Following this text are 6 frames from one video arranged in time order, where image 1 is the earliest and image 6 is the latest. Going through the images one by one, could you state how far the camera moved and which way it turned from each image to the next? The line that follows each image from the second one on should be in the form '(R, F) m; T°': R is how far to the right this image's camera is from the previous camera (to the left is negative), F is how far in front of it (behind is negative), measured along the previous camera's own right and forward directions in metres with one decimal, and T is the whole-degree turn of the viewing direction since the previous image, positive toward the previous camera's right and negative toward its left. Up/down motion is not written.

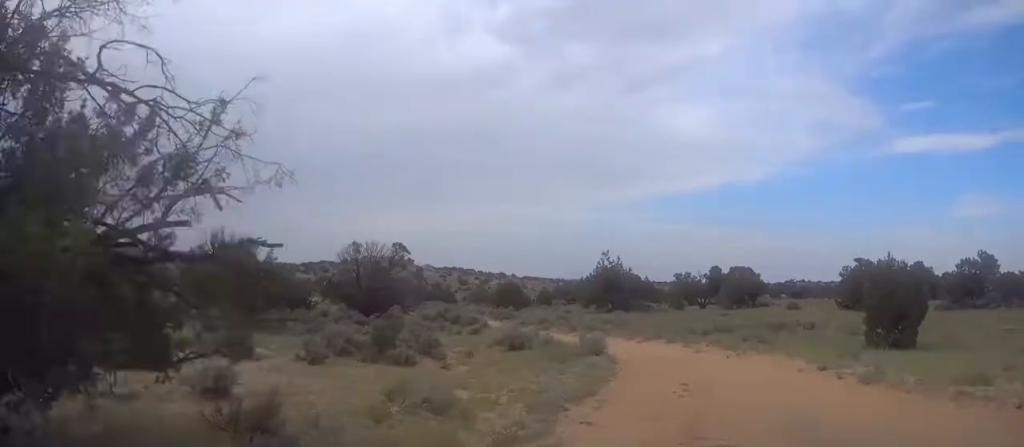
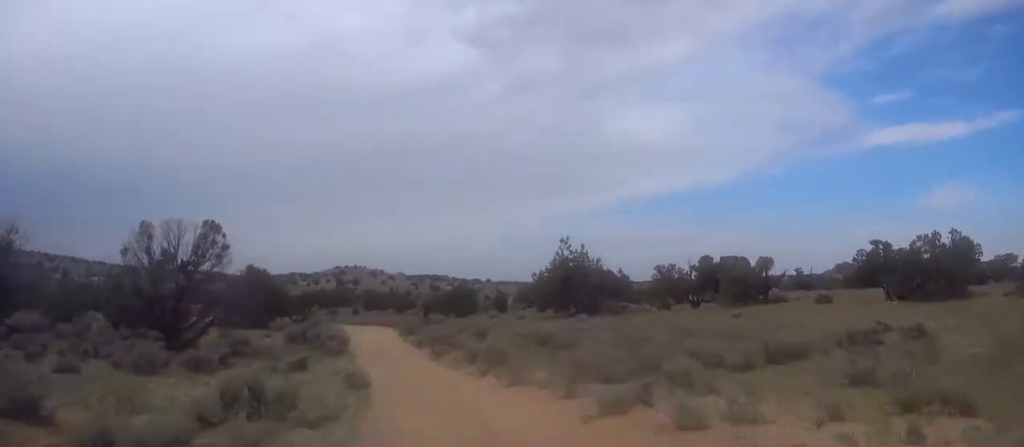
(+2.3, +20.5) m; -1°
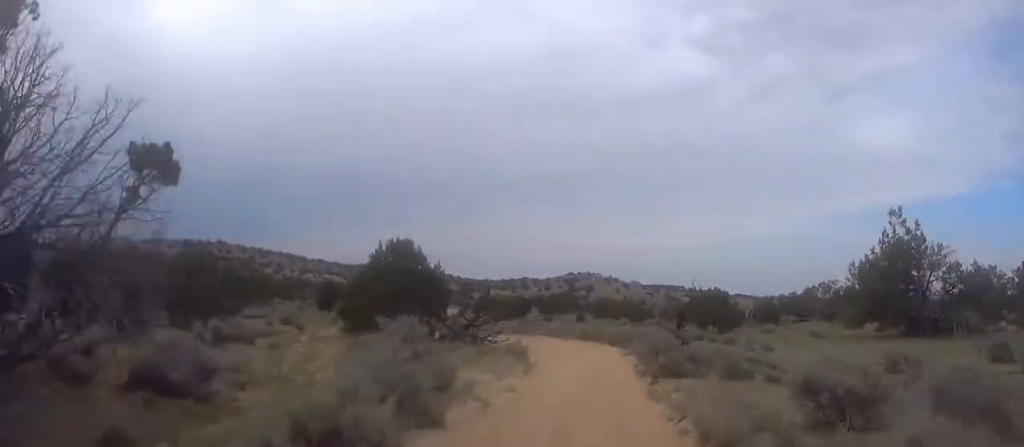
(-3.6, +22.5) m; -14°
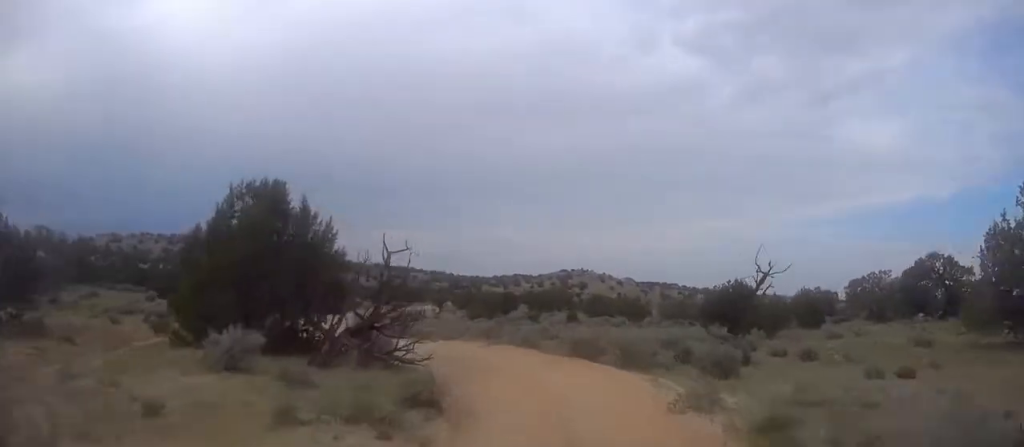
(-0.4, +14.1) m; -6°
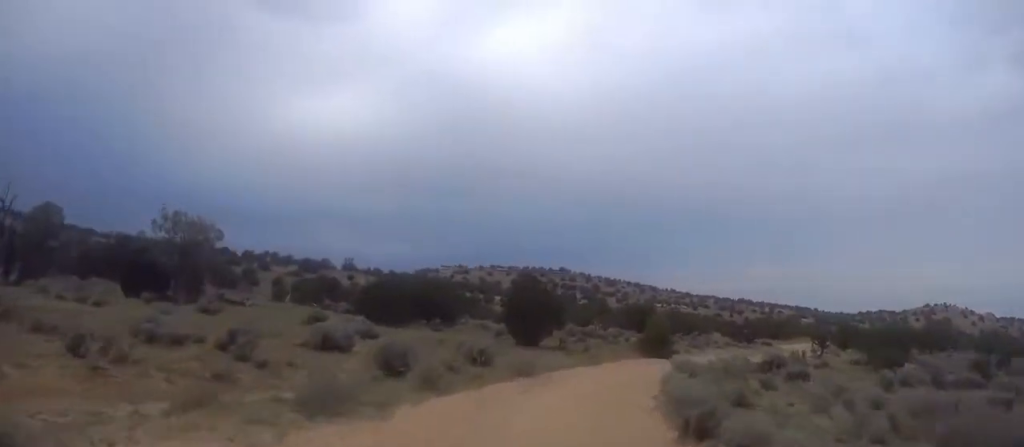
(-3.4, +26.8) m; -13°
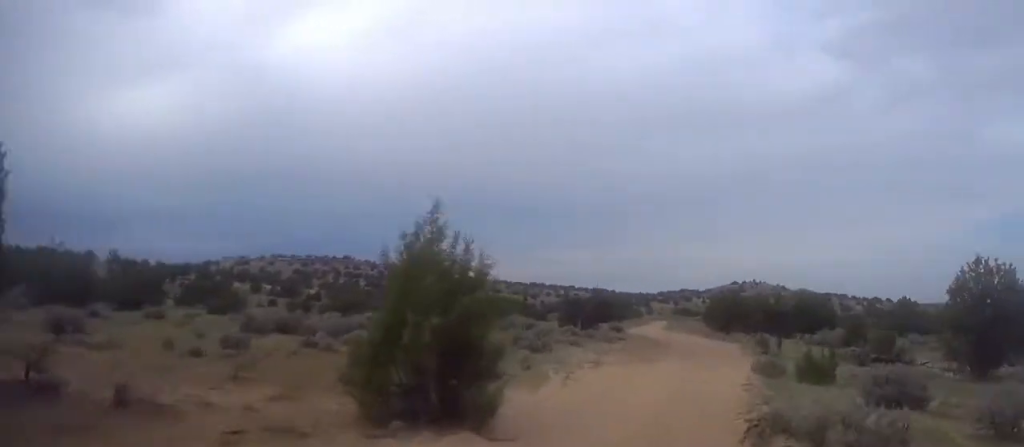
(+0.7, +29.5) m; +7°
